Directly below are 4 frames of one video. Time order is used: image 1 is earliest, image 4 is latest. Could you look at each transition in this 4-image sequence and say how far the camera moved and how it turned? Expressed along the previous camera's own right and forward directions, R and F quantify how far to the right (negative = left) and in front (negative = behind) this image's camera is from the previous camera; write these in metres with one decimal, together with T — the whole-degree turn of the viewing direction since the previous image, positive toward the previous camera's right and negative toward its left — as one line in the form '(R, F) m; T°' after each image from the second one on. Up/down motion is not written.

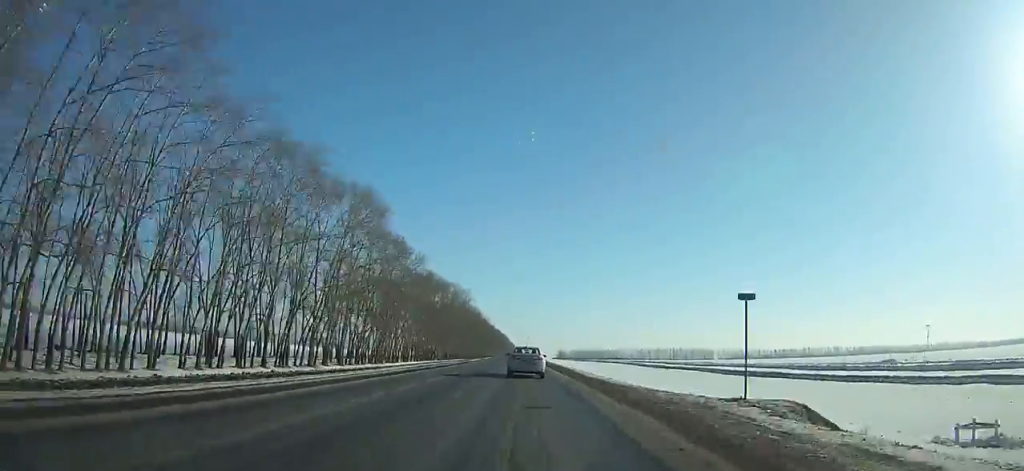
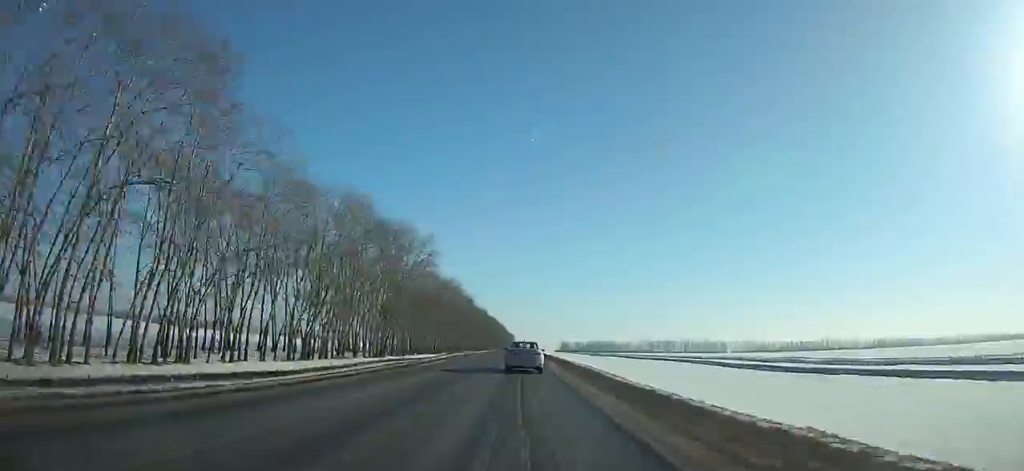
(+0.2, +72.0) m; 0°
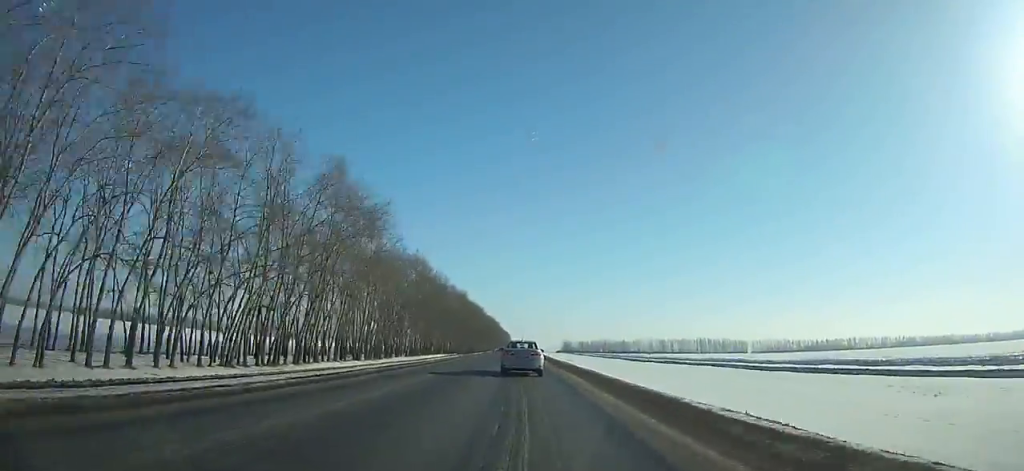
(0.0, +102.0) m; 0°
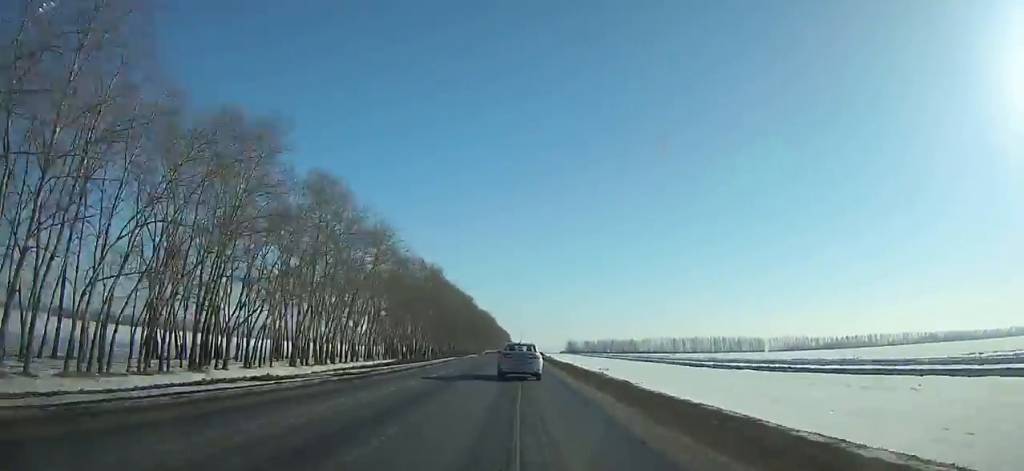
(0.0, +61.3) m; 0°
